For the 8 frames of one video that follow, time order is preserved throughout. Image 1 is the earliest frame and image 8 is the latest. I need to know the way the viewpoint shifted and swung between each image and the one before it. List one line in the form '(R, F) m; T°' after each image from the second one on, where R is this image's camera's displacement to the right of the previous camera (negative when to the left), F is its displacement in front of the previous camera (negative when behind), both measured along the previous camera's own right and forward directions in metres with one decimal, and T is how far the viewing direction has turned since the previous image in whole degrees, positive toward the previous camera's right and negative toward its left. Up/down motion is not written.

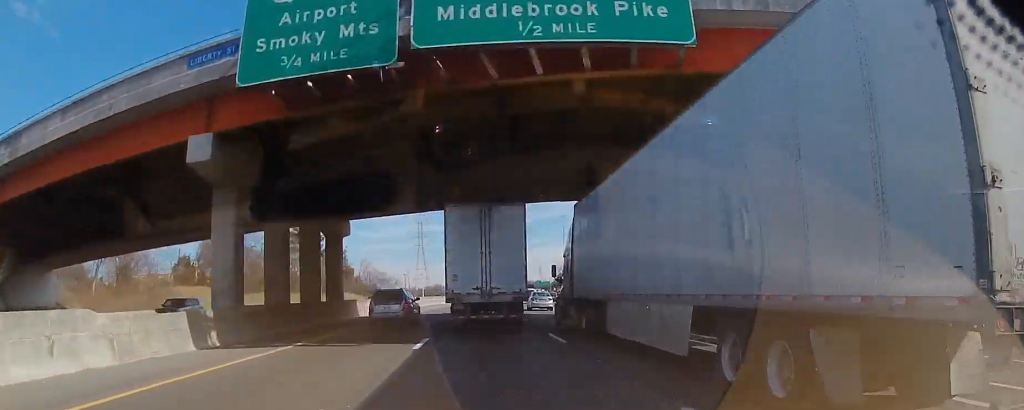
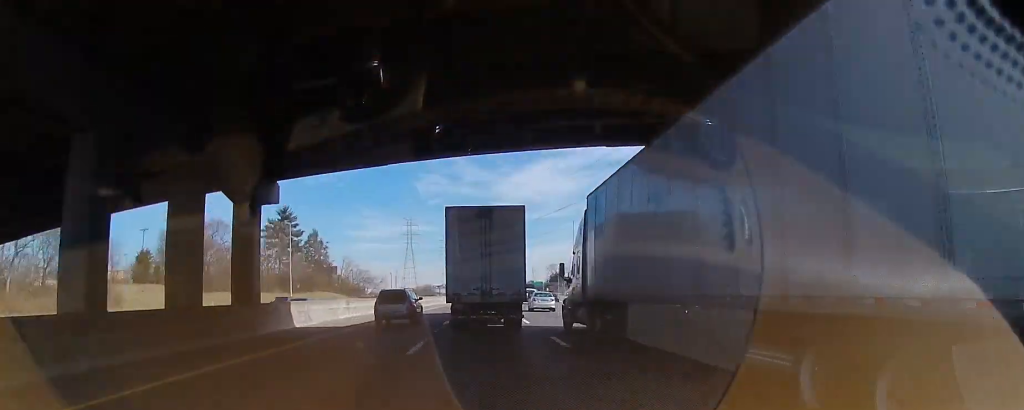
(-0.3, +13.7) m; +2°
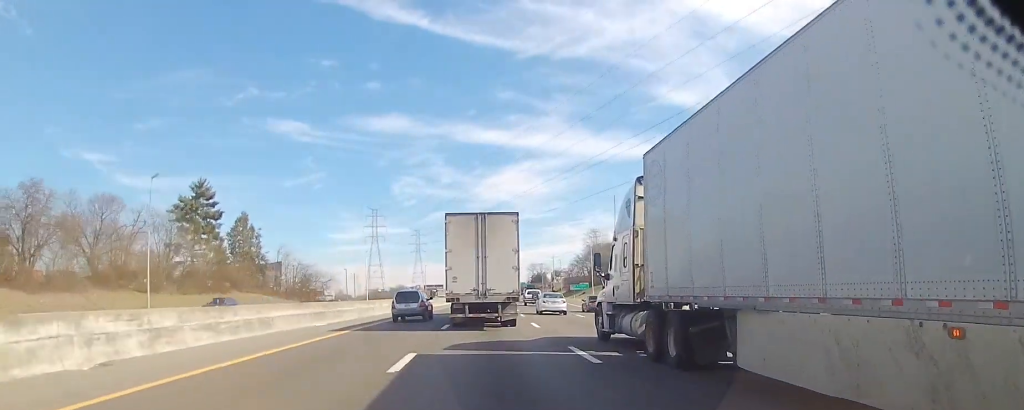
(+2.4, +39.5) m; +3°
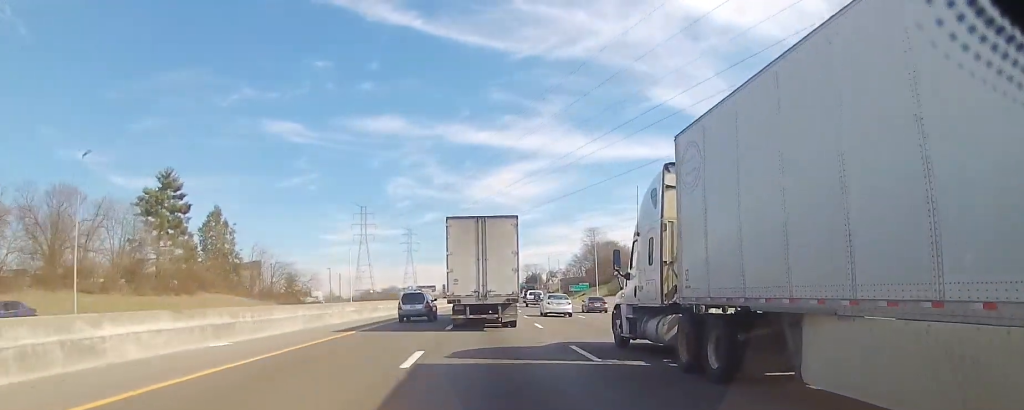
(0.0, +11.6) m; 0°
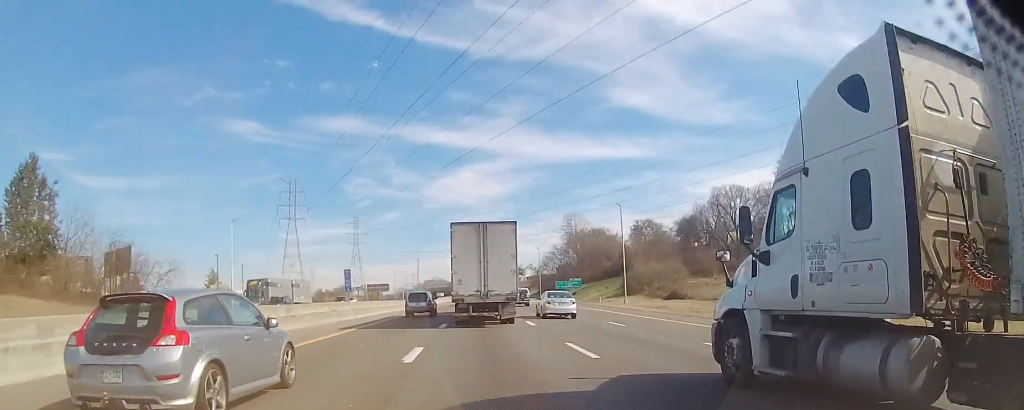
(0.0, +49.2) m; 0°
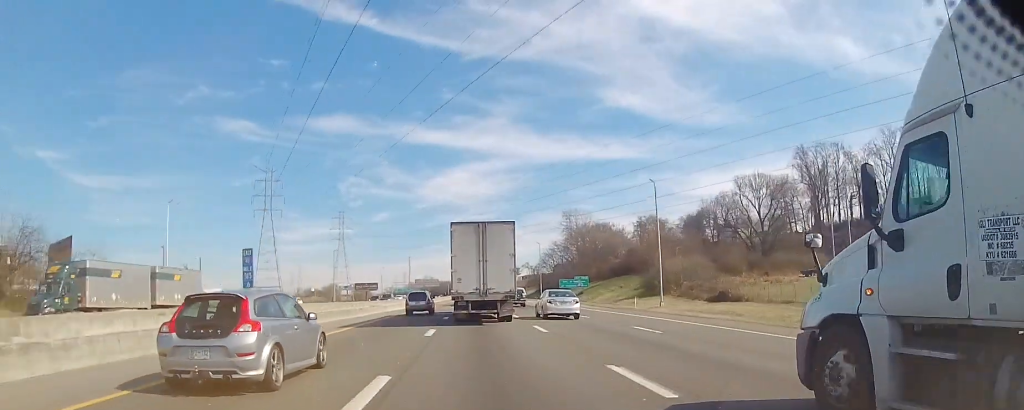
(0.0, +17.6) m; 0°
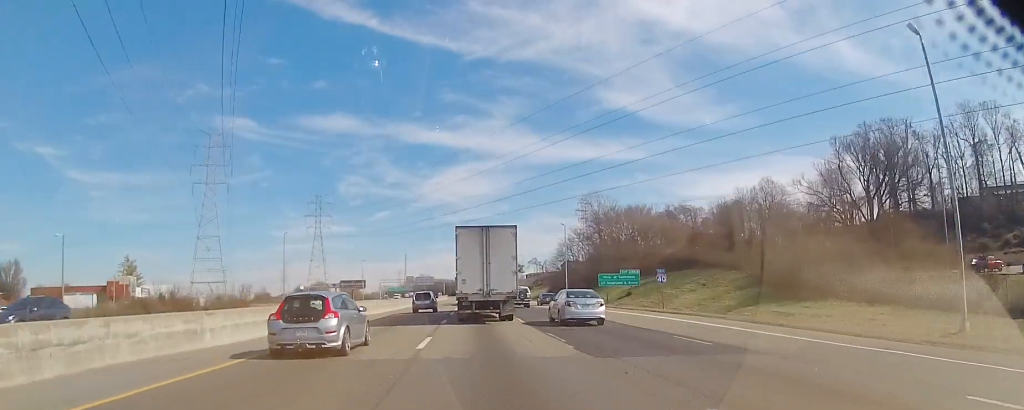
(0.0, +41.0) m; +2°
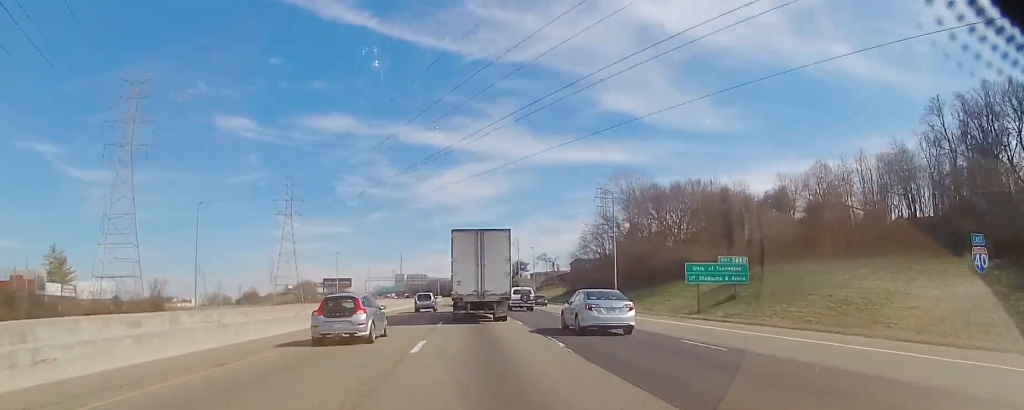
(+1.2, +37.4) m; +1°
